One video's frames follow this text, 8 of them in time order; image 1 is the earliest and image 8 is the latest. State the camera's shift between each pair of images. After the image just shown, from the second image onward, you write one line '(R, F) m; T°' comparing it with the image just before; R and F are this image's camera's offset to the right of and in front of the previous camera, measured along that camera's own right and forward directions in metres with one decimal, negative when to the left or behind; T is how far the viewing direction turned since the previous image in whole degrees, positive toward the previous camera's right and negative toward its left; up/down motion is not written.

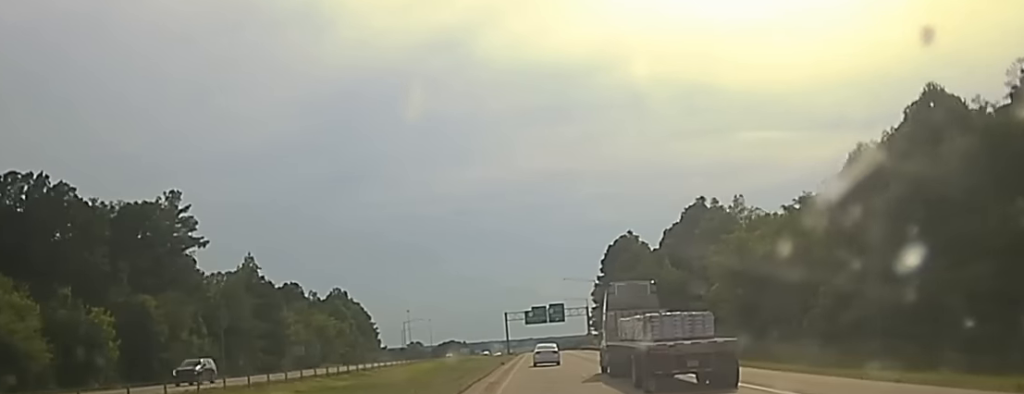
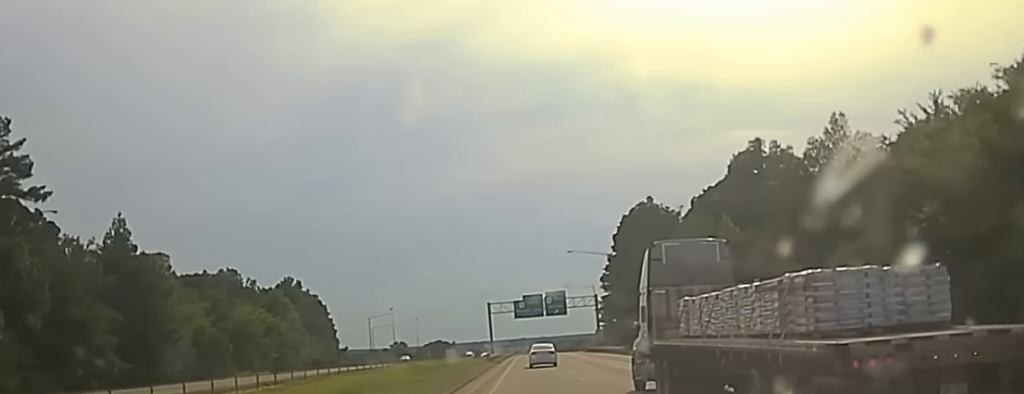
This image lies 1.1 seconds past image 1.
(+0.2, +50.5) m; +1°
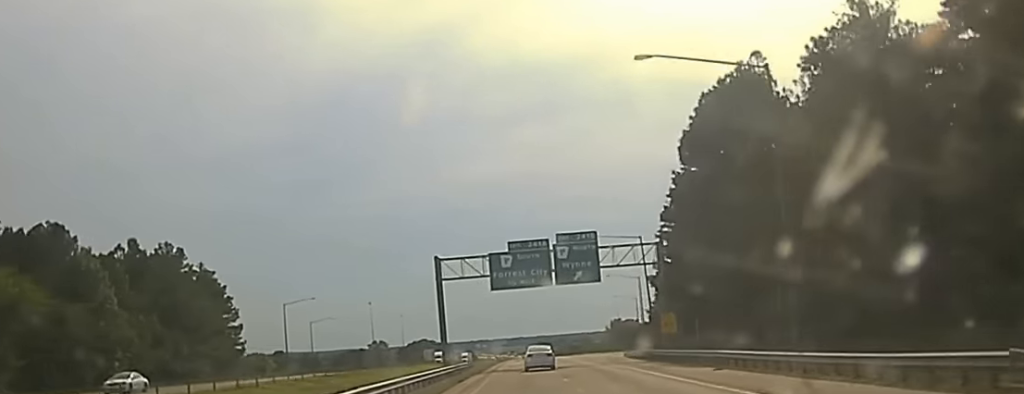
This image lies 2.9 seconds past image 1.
(+1.0, +84.6) m; 0°
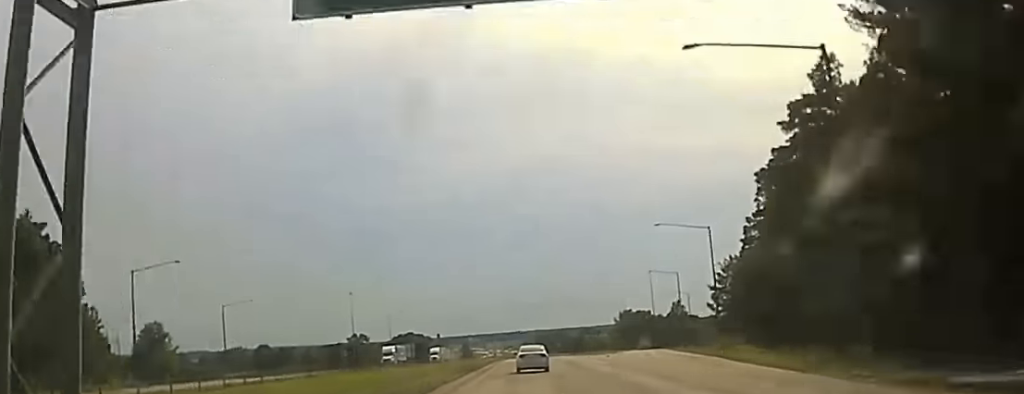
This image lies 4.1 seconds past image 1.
(-0.4, +62.0) m; 0°
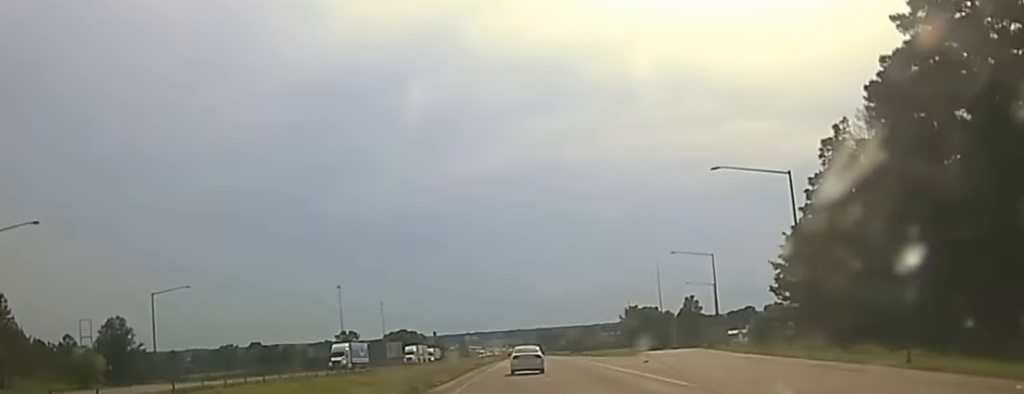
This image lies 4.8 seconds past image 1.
(+0.4, +33.3) m; 0°
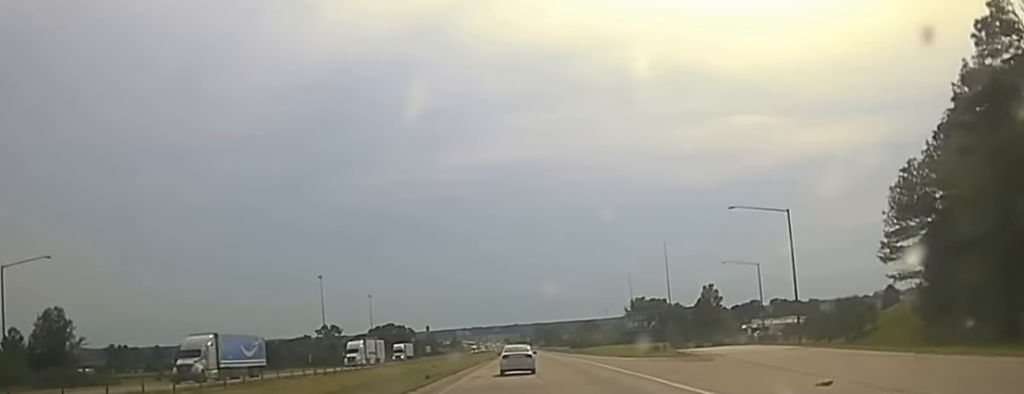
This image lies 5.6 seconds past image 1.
(-0.3, +37.5) m; 0°
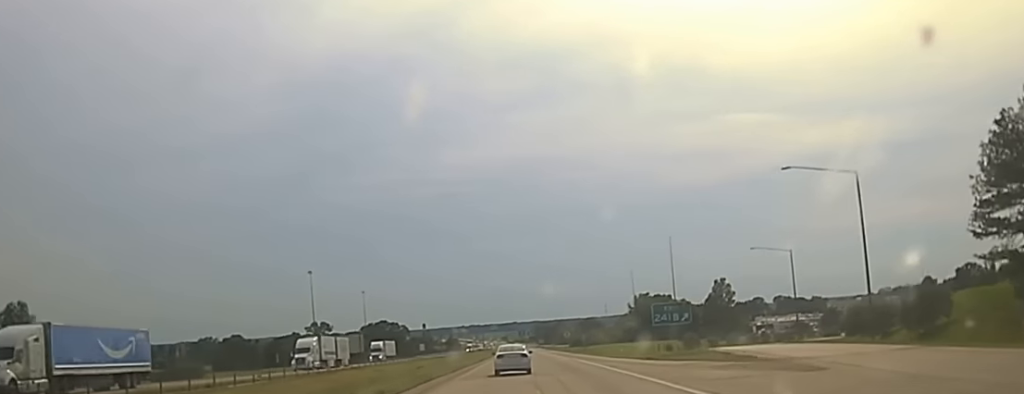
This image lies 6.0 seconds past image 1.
(0.0, +20.4) m; 0°
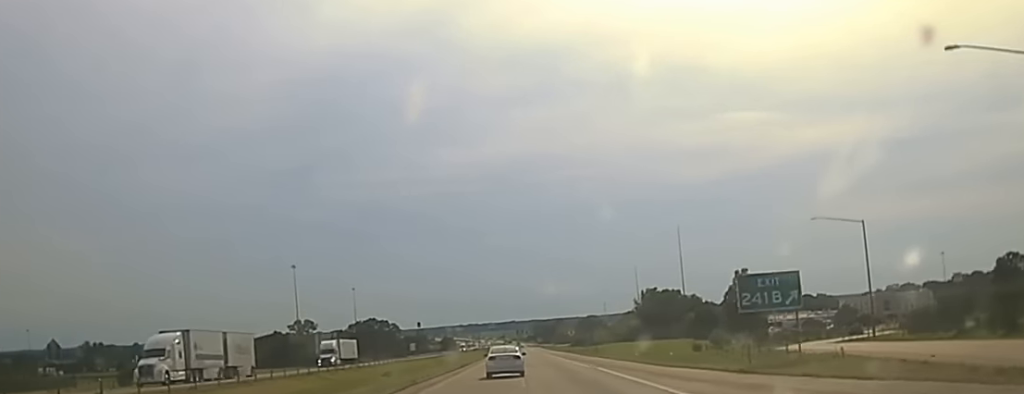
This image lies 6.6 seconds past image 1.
(+0.3, +30.0) m; 0°
